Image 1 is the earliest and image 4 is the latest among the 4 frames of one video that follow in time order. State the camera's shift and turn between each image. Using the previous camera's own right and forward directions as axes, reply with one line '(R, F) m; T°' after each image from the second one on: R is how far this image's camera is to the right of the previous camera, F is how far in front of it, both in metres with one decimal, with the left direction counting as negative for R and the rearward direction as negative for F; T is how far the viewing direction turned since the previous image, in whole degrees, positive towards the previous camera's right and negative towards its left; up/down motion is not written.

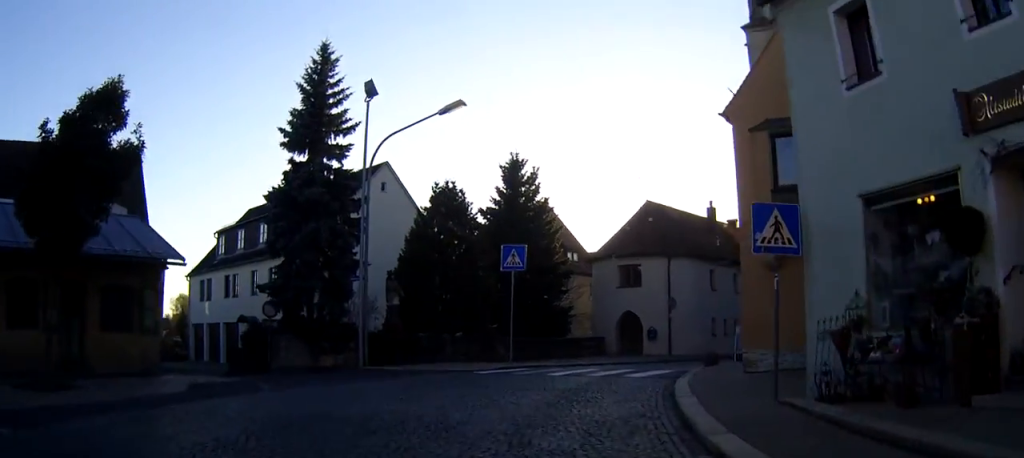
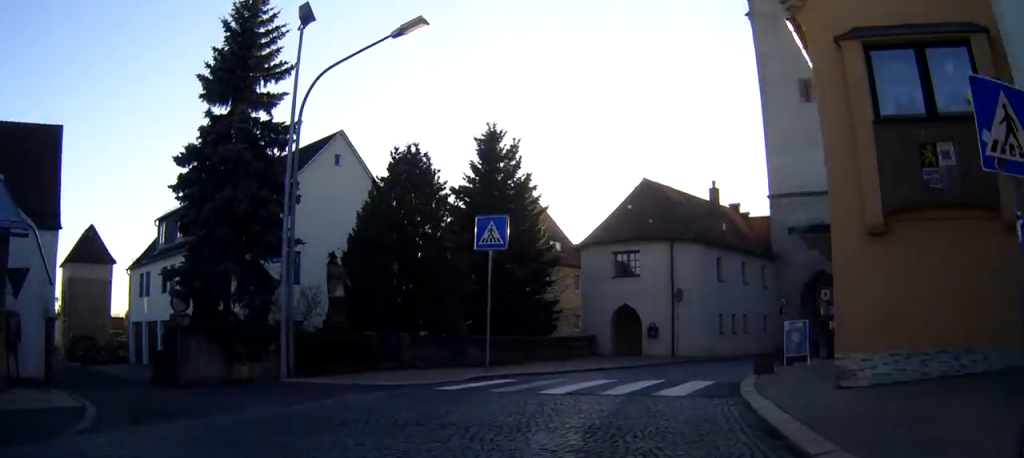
(-0.1, +5.7) m; +1°
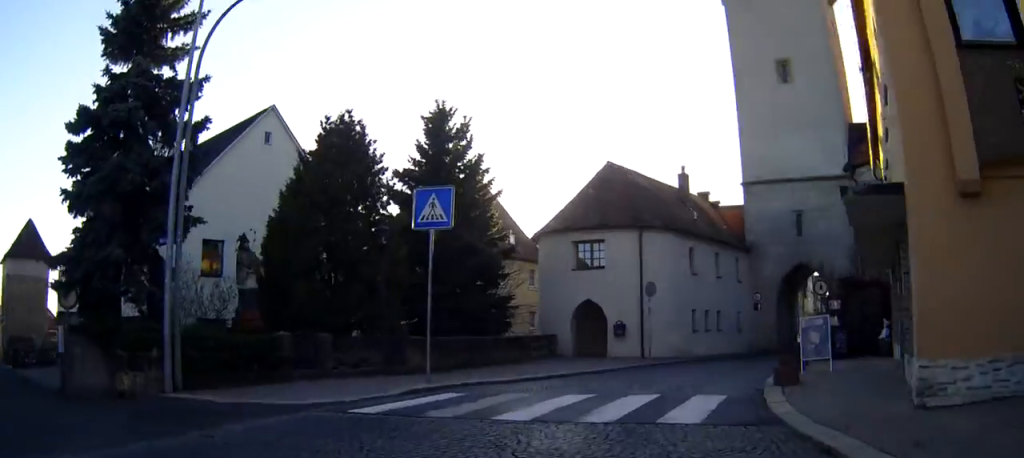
(+0.1, +3.8) m; +3°
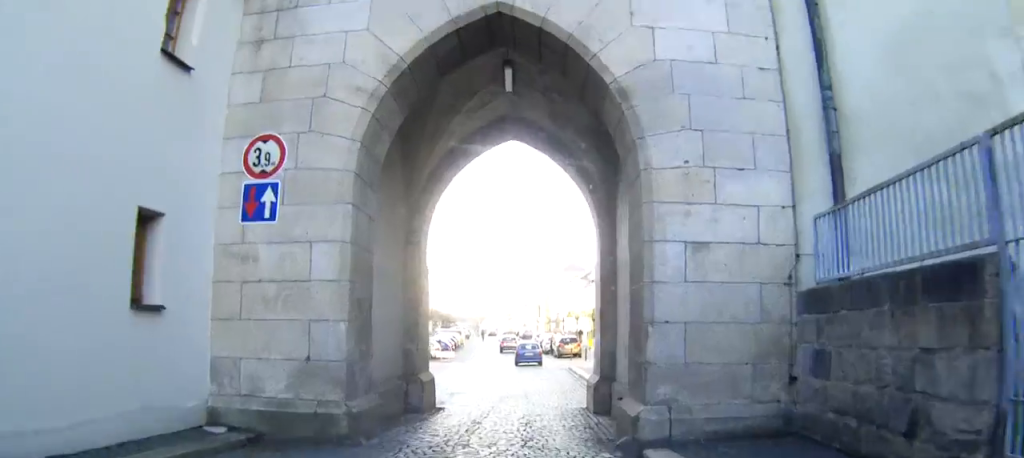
(+11.0, +32.0) m; +28°
